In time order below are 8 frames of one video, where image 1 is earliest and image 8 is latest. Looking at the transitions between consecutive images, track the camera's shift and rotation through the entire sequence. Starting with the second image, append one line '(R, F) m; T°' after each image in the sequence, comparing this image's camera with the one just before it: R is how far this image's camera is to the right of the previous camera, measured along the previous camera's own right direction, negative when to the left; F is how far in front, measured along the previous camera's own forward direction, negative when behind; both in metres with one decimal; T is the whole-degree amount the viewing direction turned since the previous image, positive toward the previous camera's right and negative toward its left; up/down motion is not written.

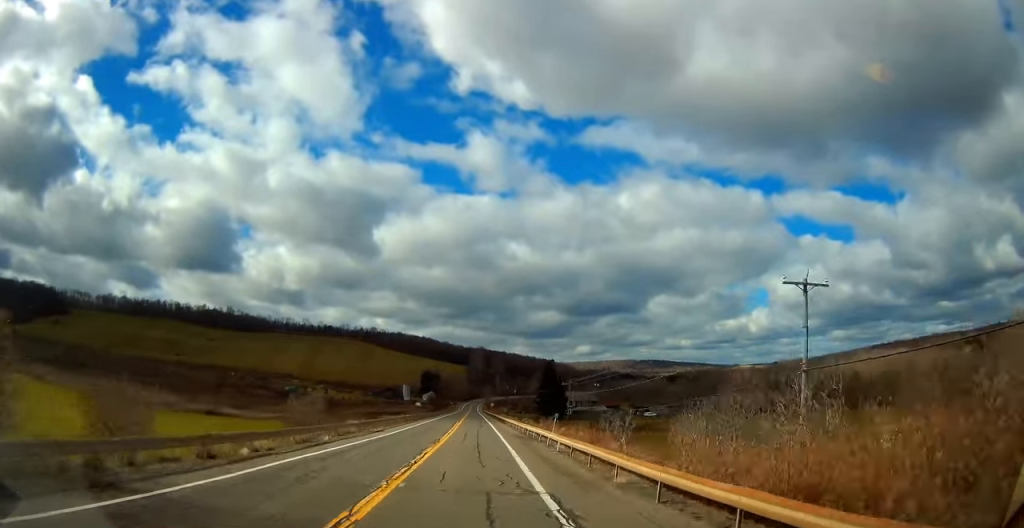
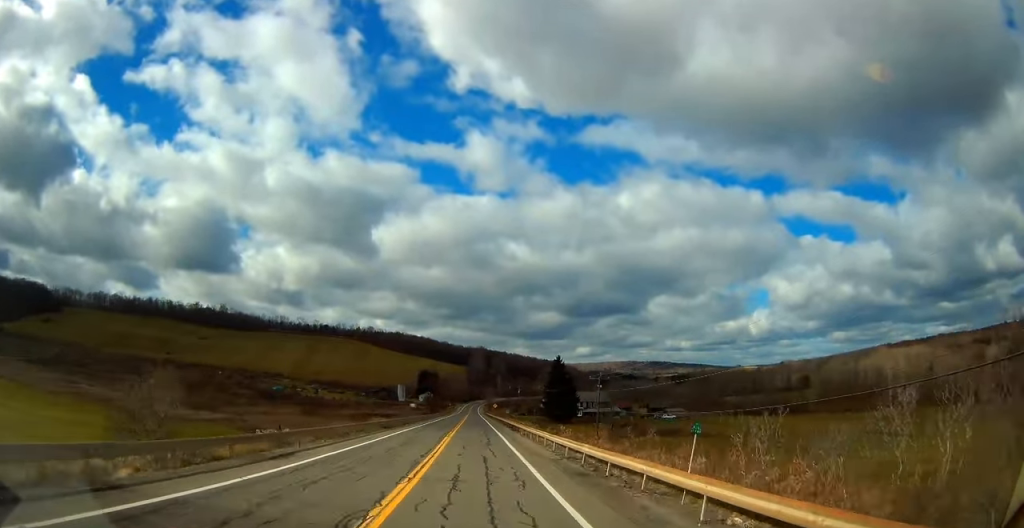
(0.0, +21.1) m; +1°
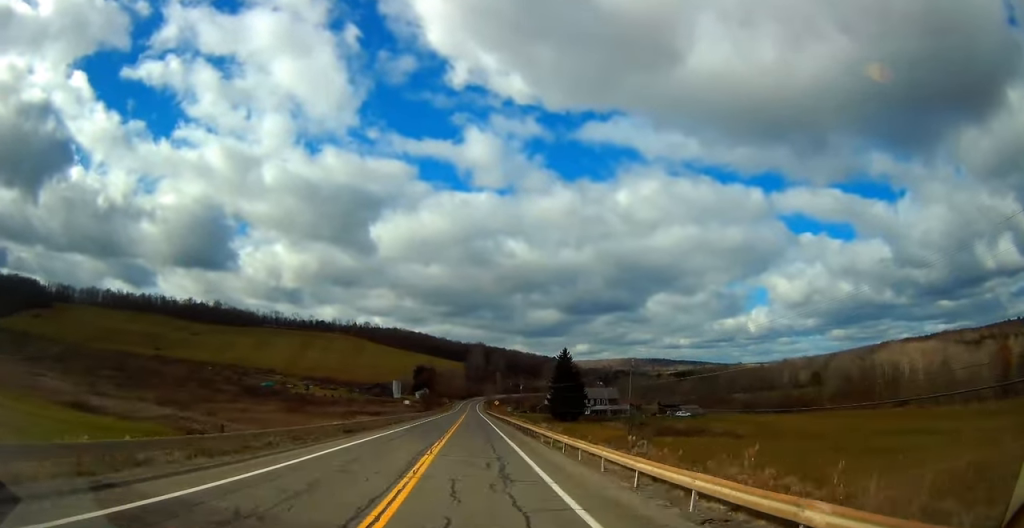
(0.0, +14.7) m; 0°
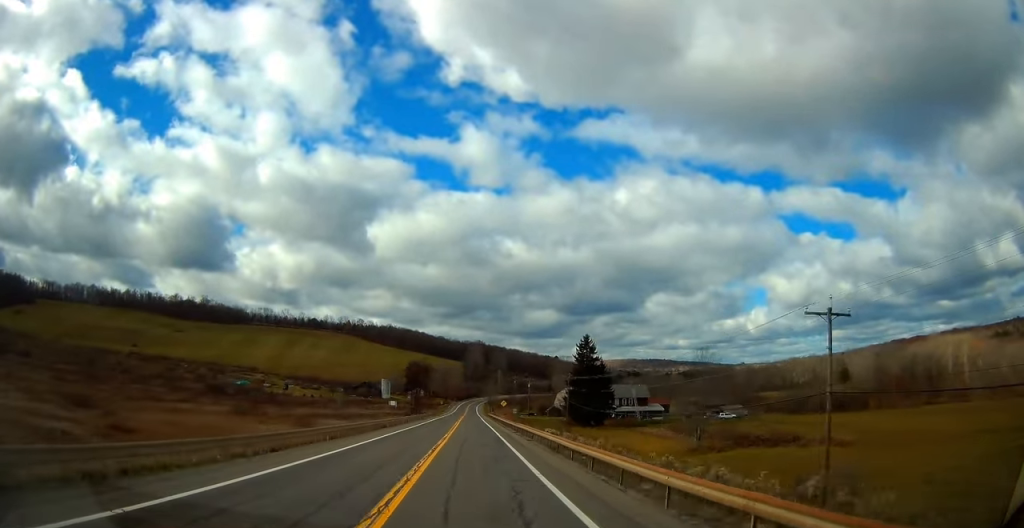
(0.0, +33.1) m; -1°
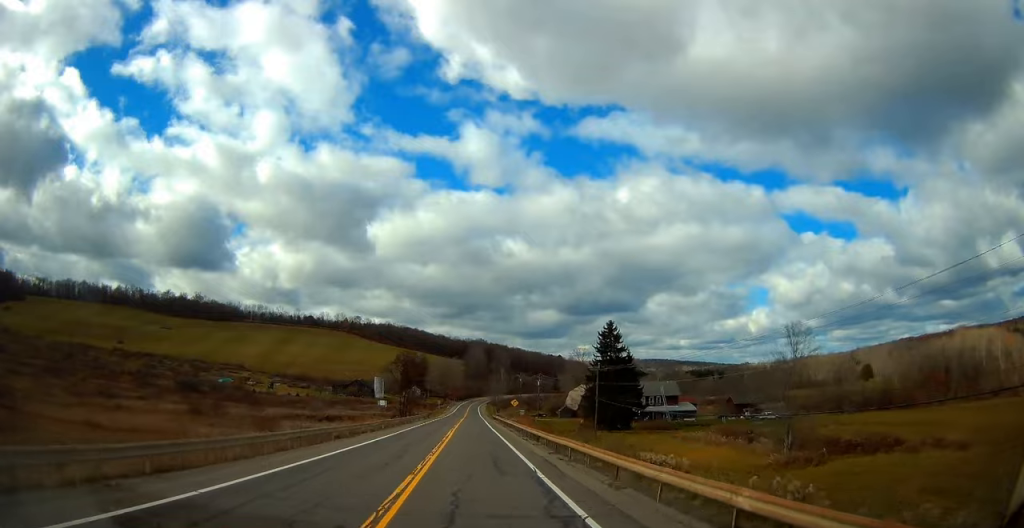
(-0.2, +22.0) m; 0°
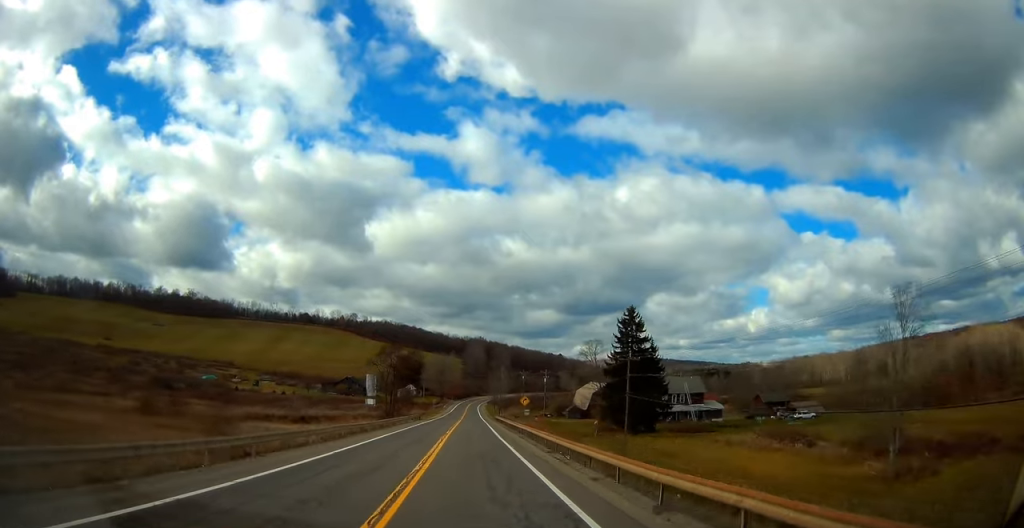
(0.0, +15.6) m; 0°
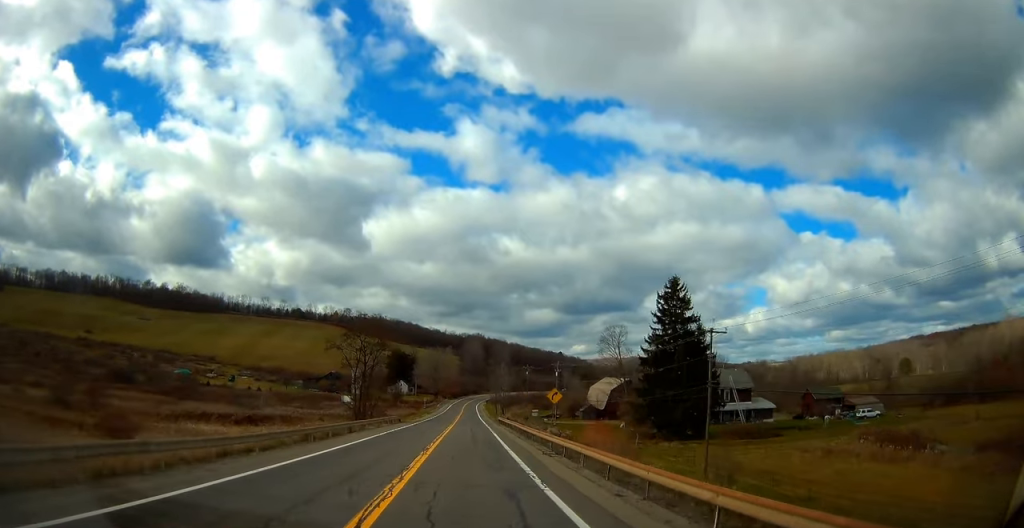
(+0.1, +22.0) m; +1°
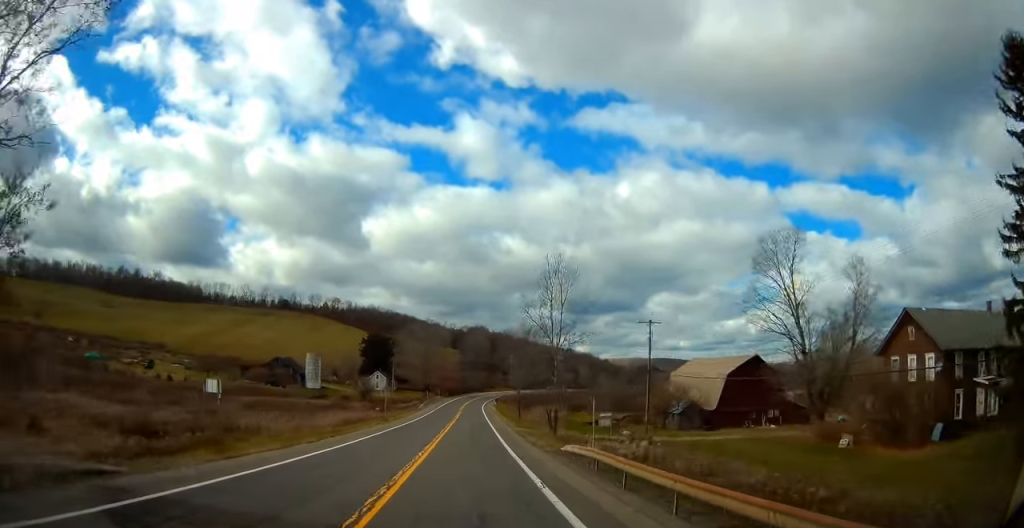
(+0.1, +58.9) m; -1°
